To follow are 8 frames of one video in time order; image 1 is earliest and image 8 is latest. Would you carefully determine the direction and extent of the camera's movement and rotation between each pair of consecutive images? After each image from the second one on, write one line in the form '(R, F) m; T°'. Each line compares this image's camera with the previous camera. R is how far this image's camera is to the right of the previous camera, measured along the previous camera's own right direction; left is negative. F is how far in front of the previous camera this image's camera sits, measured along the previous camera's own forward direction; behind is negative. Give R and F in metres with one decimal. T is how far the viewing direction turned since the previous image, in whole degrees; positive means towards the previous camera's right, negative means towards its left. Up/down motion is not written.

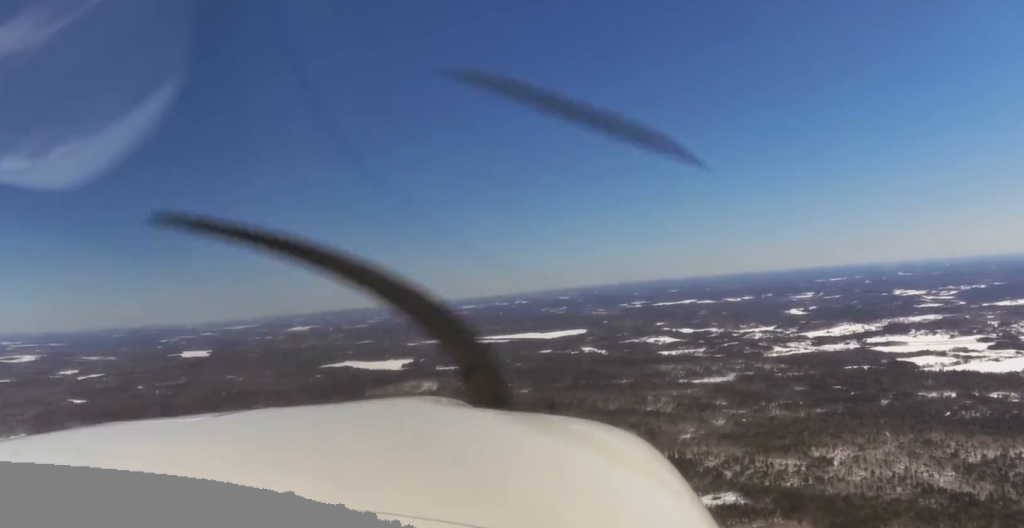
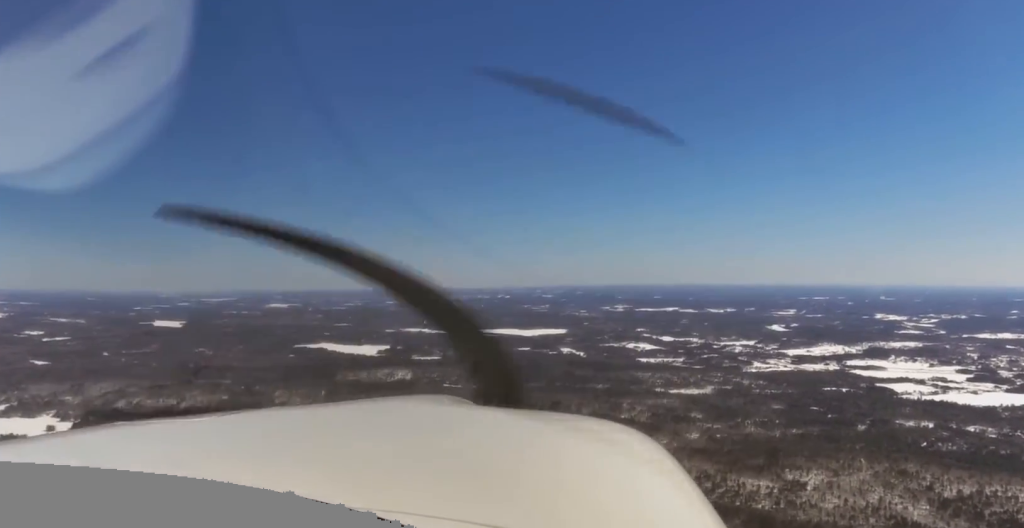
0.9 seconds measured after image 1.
(+0.8, +57.2) m; +1°
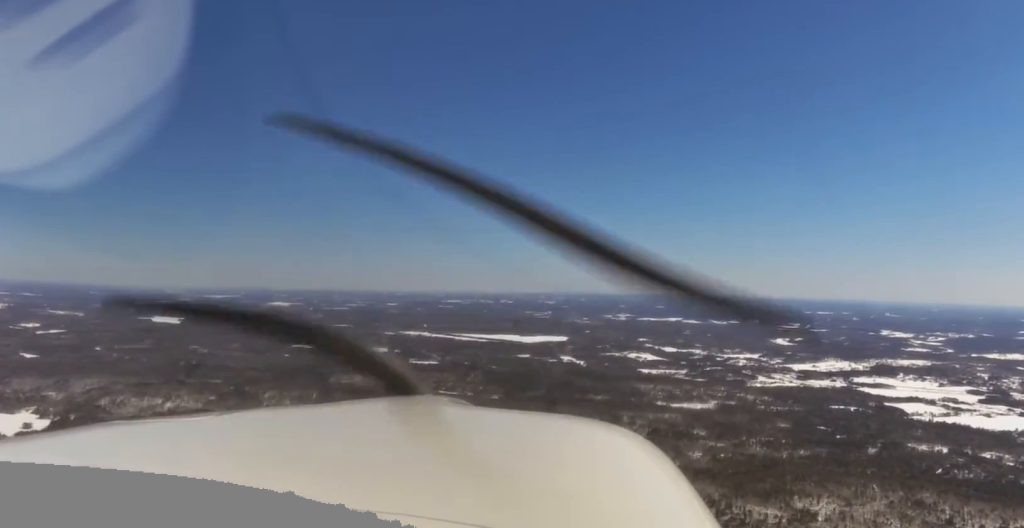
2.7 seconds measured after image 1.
(+1.2, +119.7) m; +1°
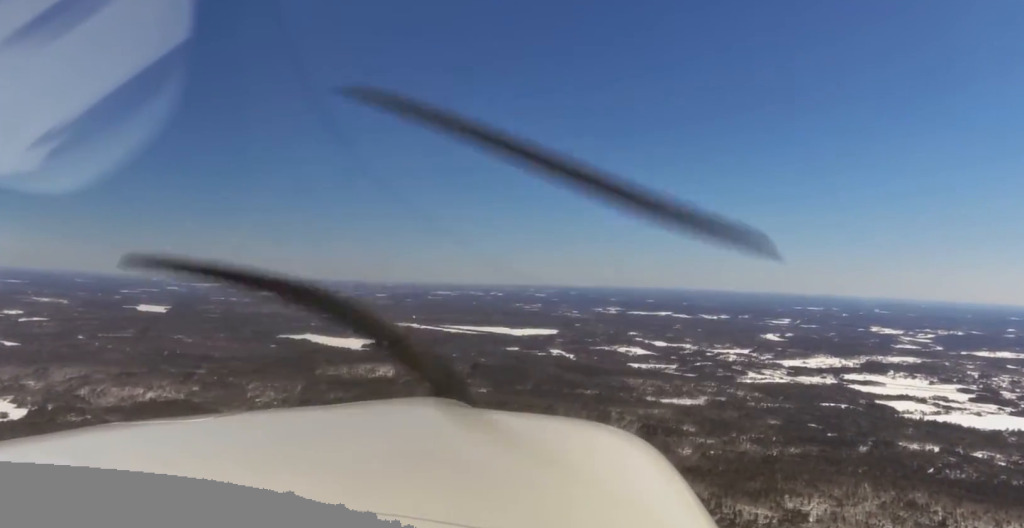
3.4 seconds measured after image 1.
(+0.3, +43.4) m; 0°
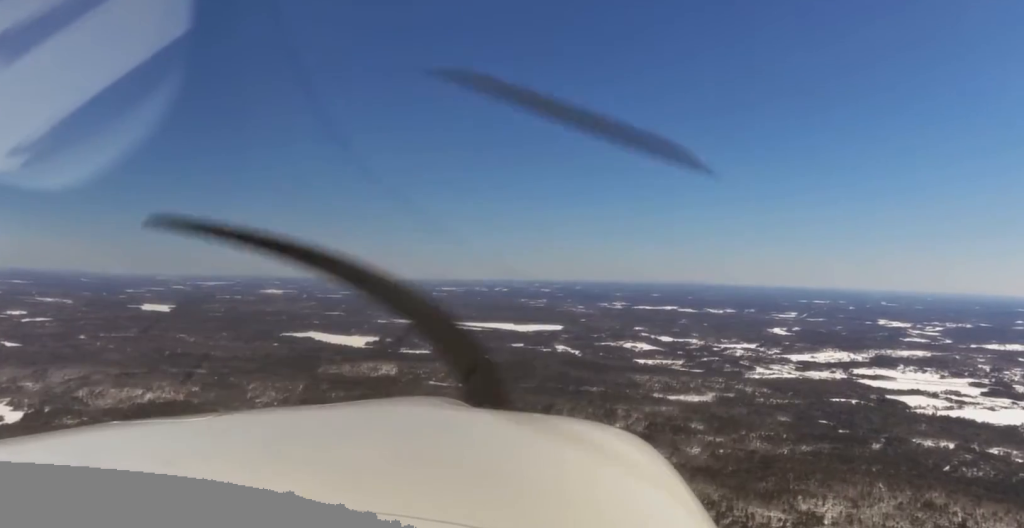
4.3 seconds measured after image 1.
(0.0, +63.1) m; 0°
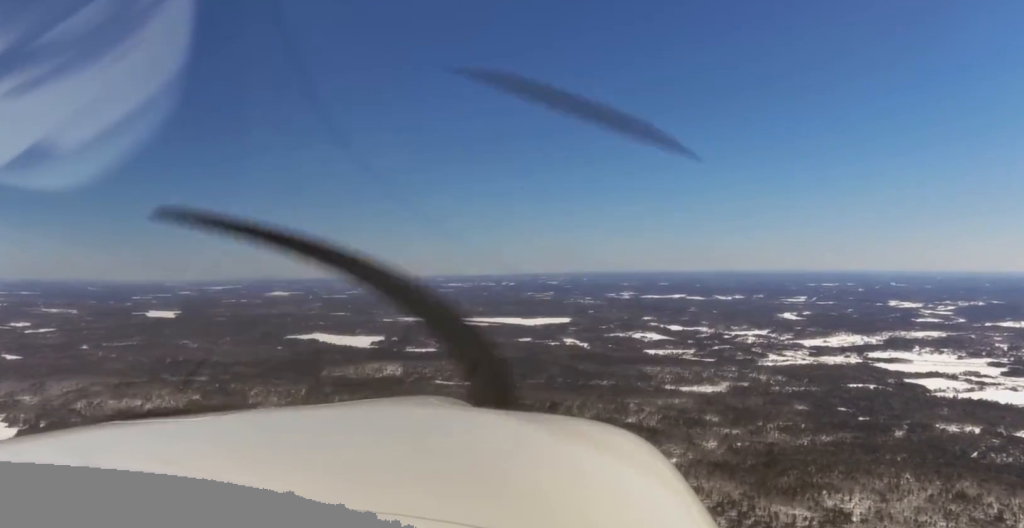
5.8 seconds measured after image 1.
(0.0, +96.0) m; 0°
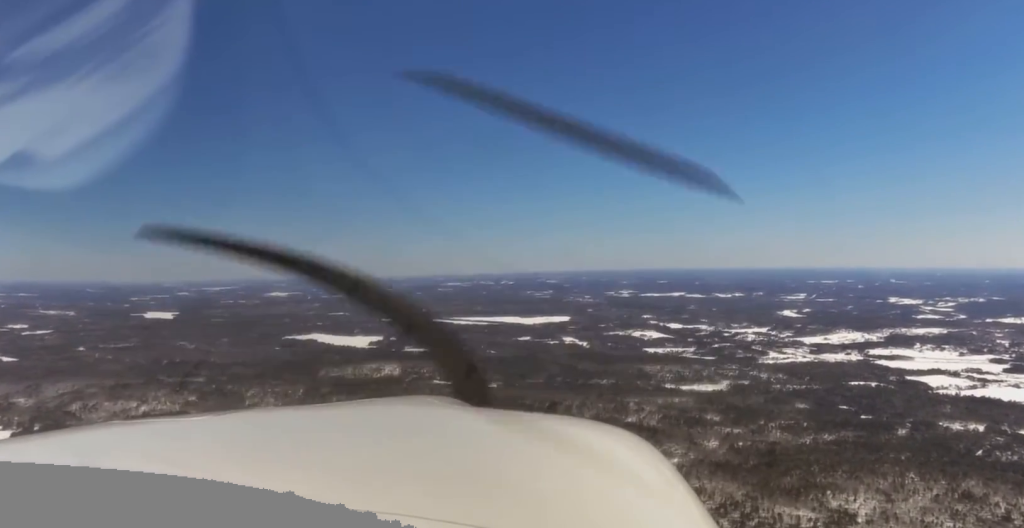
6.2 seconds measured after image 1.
(0.0, +28.3) m; 0°
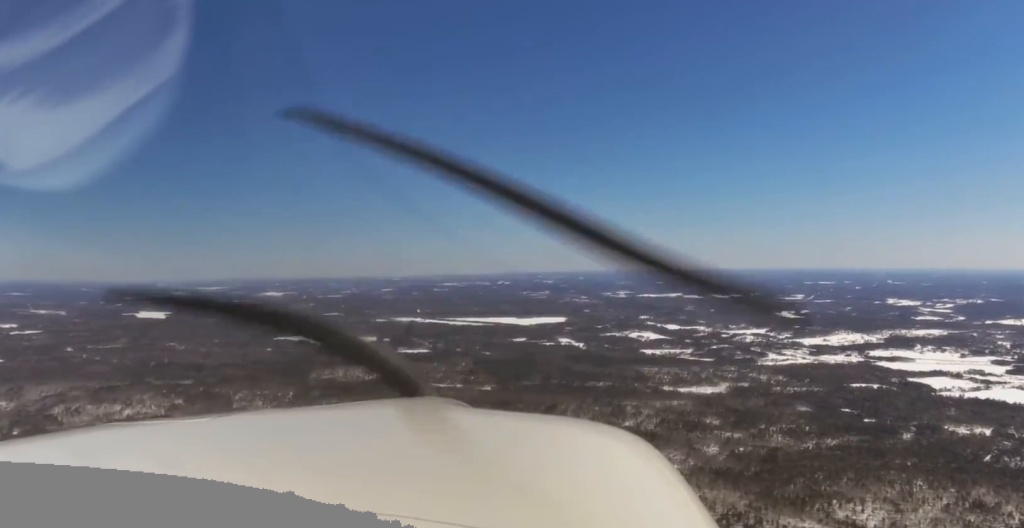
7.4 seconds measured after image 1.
(0.0, +74.2) m; 0°
